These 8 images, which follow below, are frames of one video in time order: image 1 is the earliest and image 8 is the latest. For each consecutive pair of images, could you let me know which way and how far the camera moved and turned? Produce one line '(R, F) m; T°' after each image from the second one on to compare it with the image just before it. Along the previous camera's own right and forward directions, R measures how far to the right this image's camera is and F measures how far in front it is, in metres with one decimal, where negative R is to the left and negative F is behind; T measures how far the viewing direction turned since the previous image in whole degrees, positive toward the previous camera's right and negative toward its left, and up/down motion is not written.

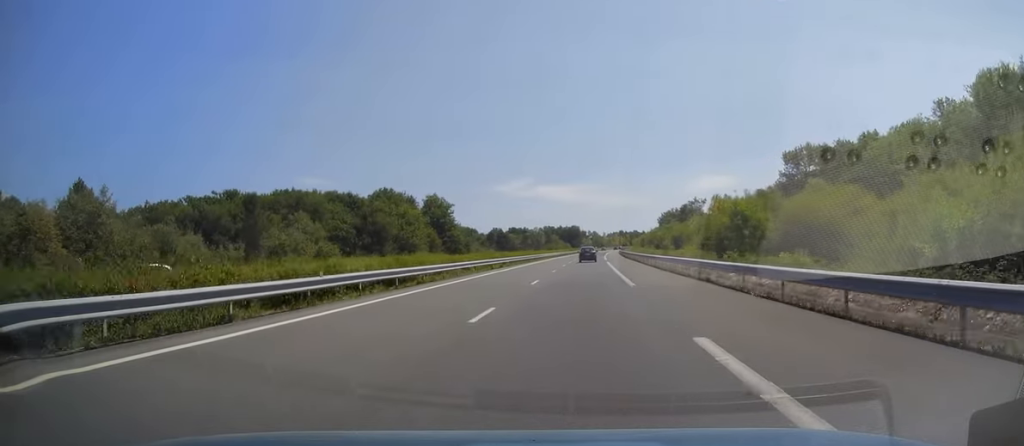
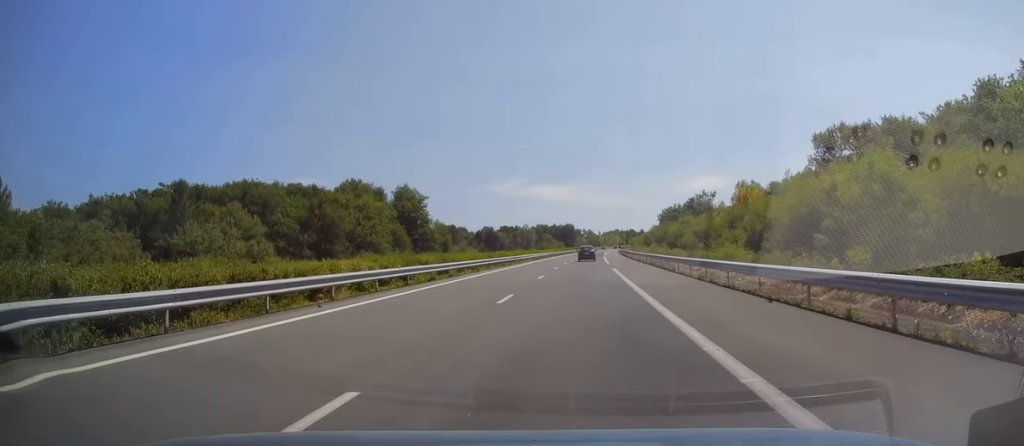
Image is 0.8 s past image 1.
(0.0, +22.0) m; +1°
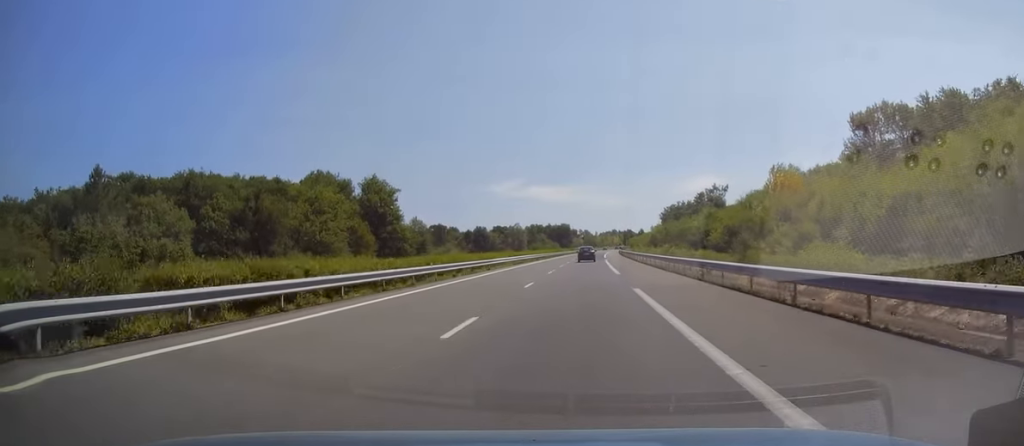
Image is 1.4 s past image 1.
(+0.2, +19.1) m; 0°
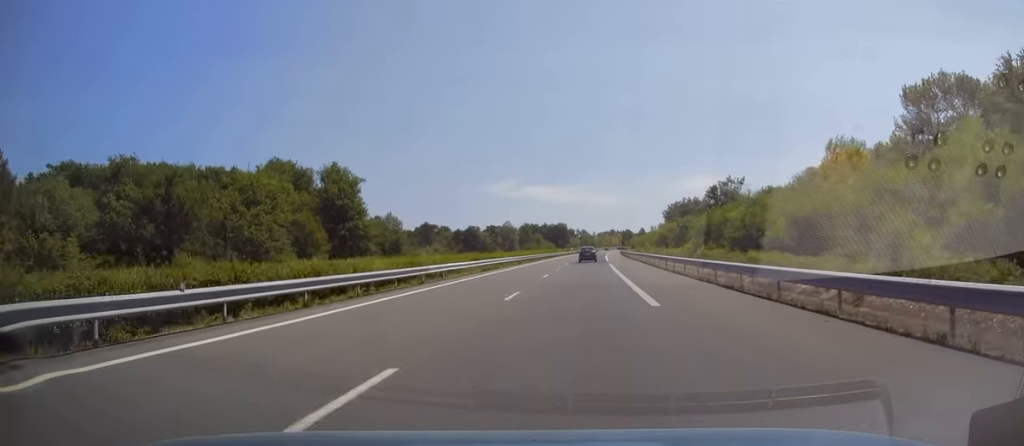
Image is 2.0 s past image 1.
(+0.2, +18.6) m; 0°
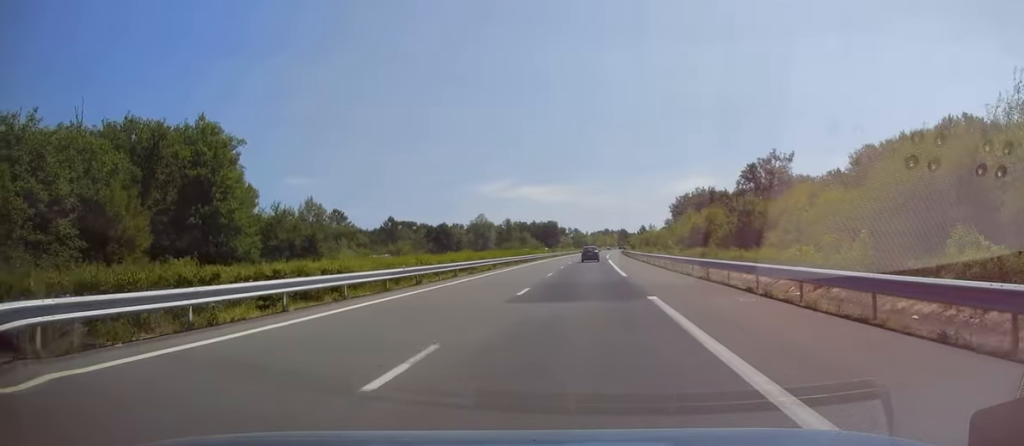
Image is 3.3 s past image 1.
(-0.2, +37.3) m; +1°
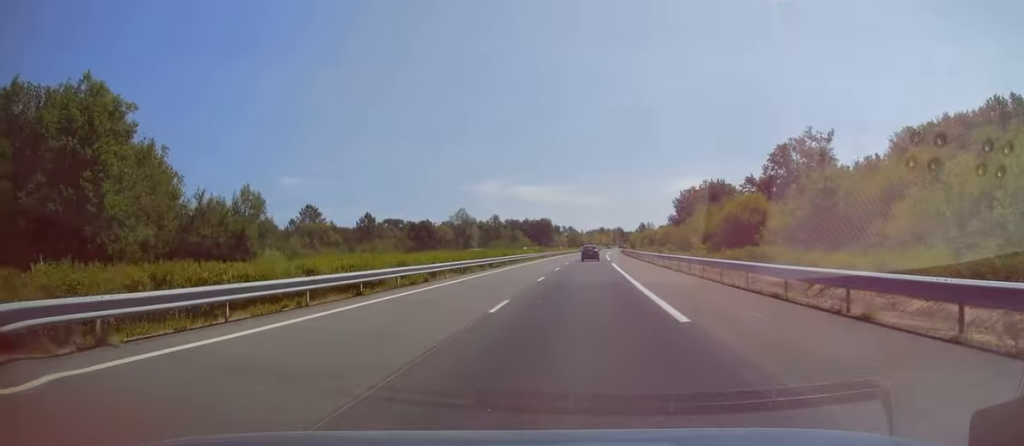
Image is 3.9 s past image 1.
(+0.1, +18.7) m; +1°
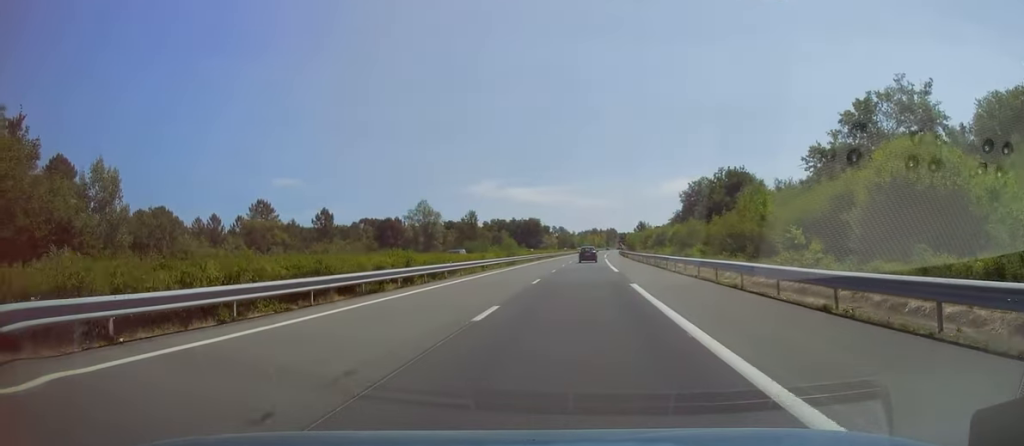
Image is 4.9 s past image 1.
(+0.4, +27.5) m; 0°
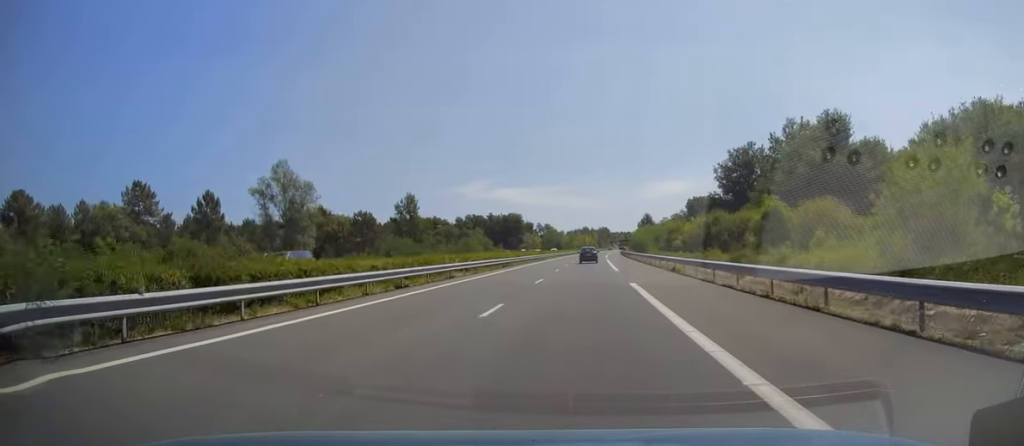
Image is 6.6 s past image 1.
(0.0, +51.5) m; +1°
